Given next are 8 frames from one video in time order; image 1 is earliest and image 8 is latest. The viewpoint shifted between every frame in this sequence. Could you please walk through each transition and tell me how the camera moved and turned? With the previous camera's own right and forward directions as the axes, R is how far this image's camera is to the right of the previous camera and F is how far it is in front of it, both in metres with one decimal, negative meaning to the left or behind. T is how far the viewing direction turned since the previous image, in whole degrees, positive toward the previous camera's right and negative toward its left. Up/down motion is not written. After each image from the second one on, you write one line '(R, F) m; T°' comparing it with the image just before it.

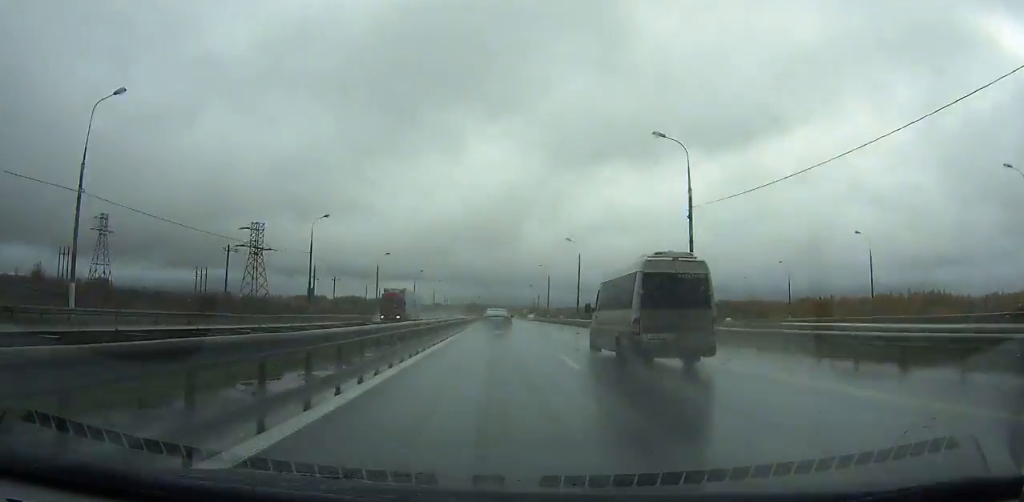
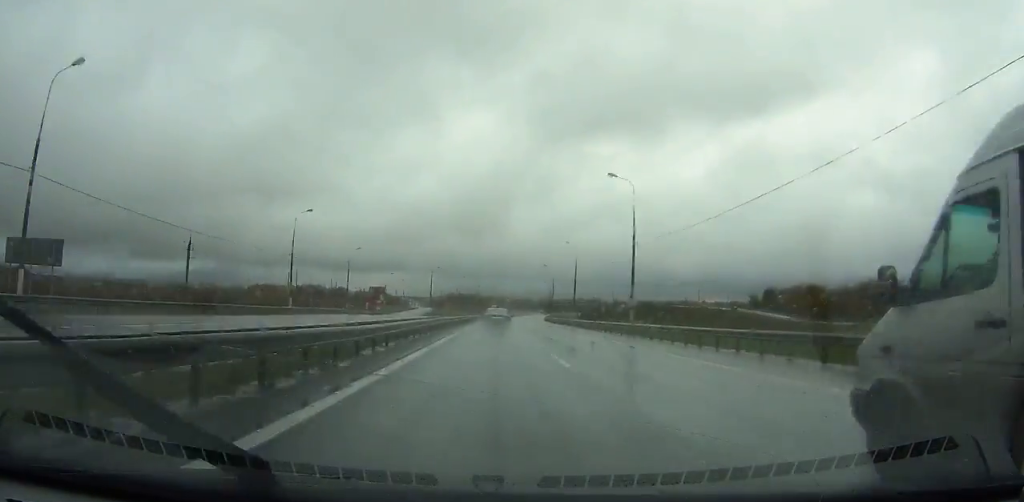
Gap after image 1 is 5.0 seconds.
(+1.4, +156.9) m; +2°
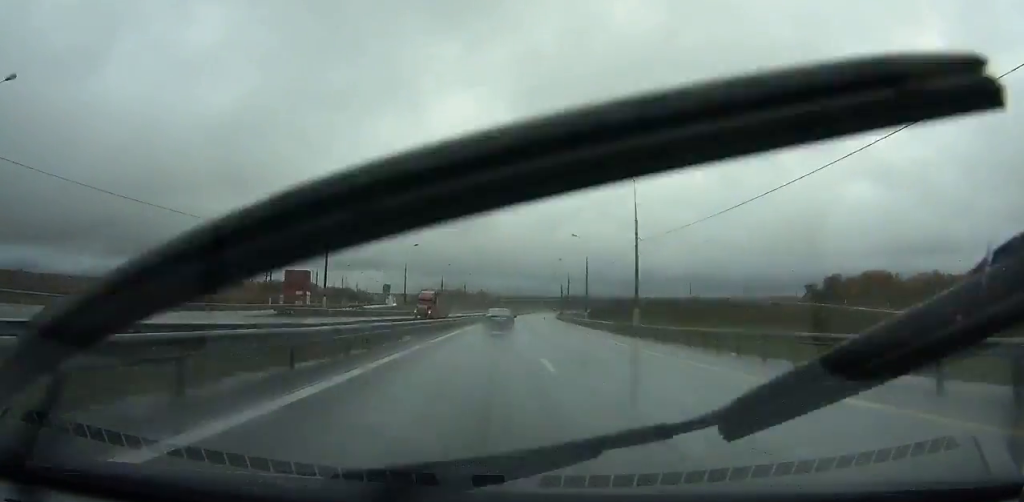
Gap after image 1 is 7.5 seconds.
(+1.0, +79.6) m; +2°
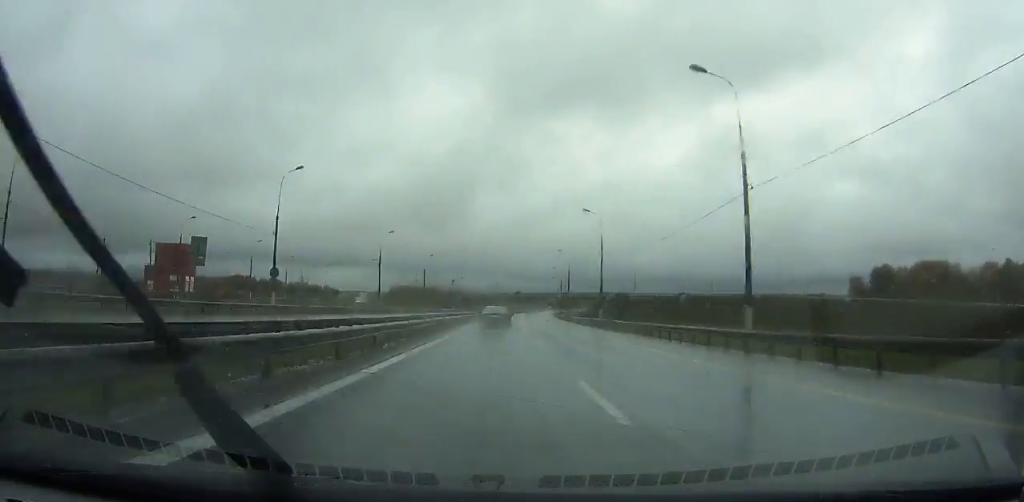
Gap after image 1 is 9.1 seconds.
(+0.5, +51.0) m; +2°
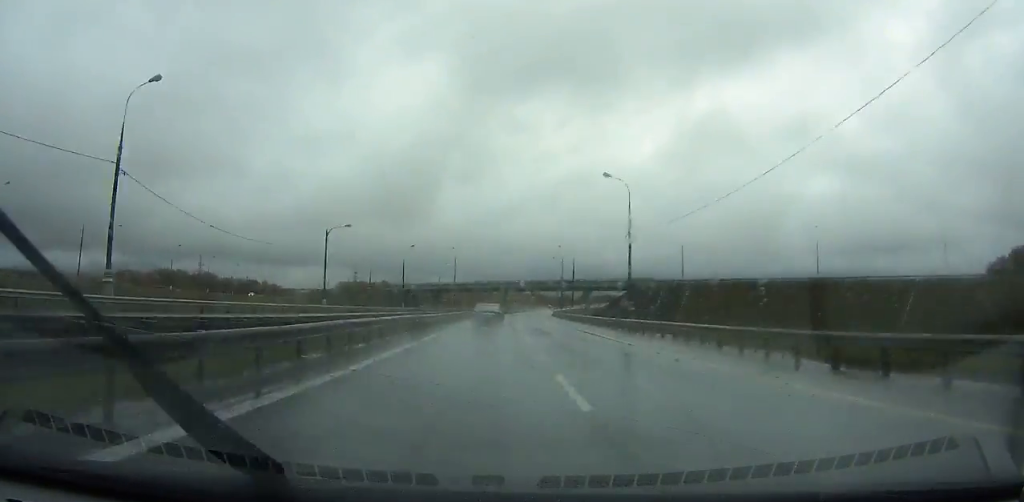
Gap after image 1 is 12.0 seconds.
(+2.8, +92.2) m; +3°
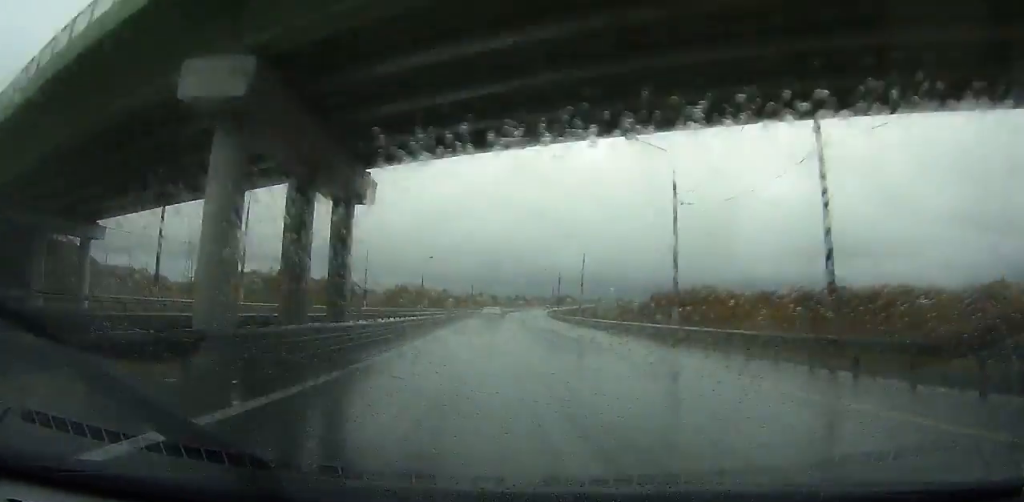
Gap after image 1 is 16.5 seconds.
(+6.2, +140.8) m; +5°
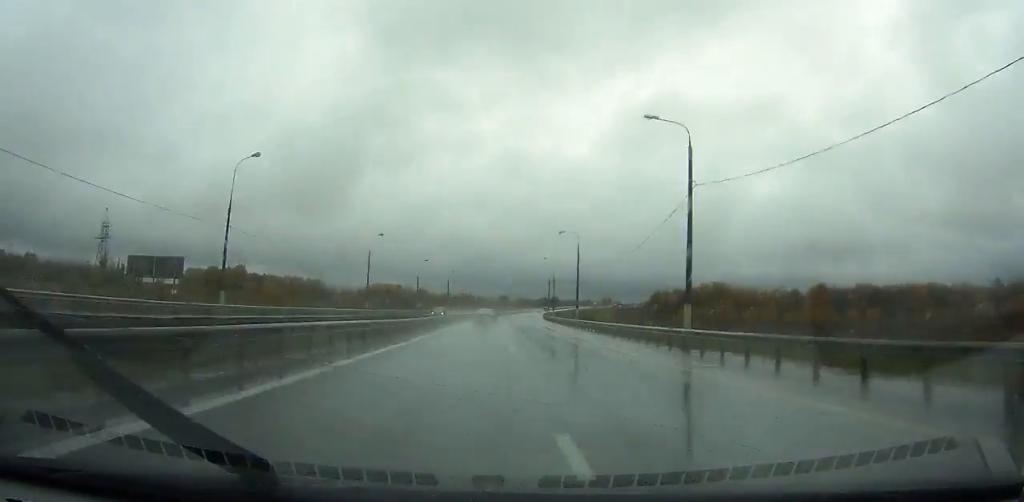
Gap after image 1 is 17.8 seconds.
(+0.2, +40.4) m; +2°
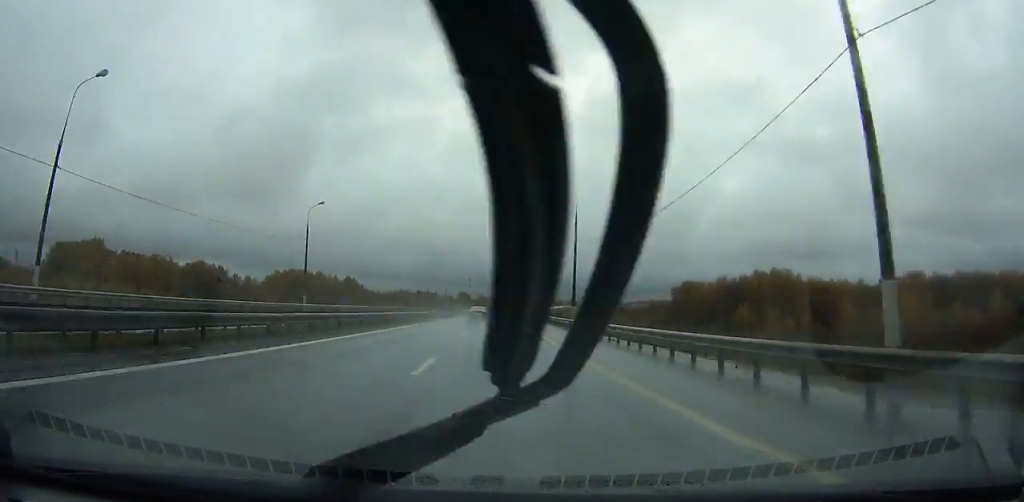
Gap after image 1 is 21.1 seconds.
(+3.5, +102.0) m; +3°
